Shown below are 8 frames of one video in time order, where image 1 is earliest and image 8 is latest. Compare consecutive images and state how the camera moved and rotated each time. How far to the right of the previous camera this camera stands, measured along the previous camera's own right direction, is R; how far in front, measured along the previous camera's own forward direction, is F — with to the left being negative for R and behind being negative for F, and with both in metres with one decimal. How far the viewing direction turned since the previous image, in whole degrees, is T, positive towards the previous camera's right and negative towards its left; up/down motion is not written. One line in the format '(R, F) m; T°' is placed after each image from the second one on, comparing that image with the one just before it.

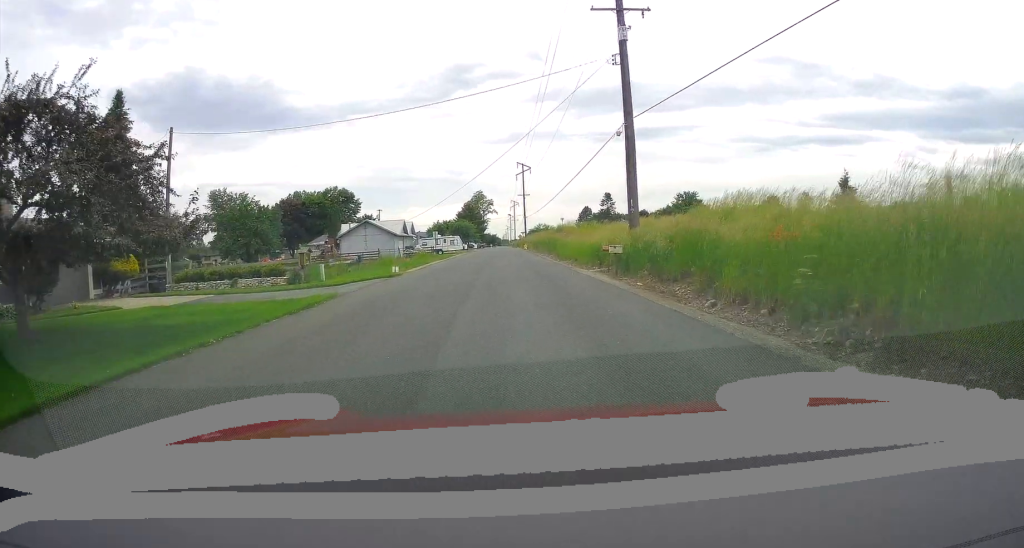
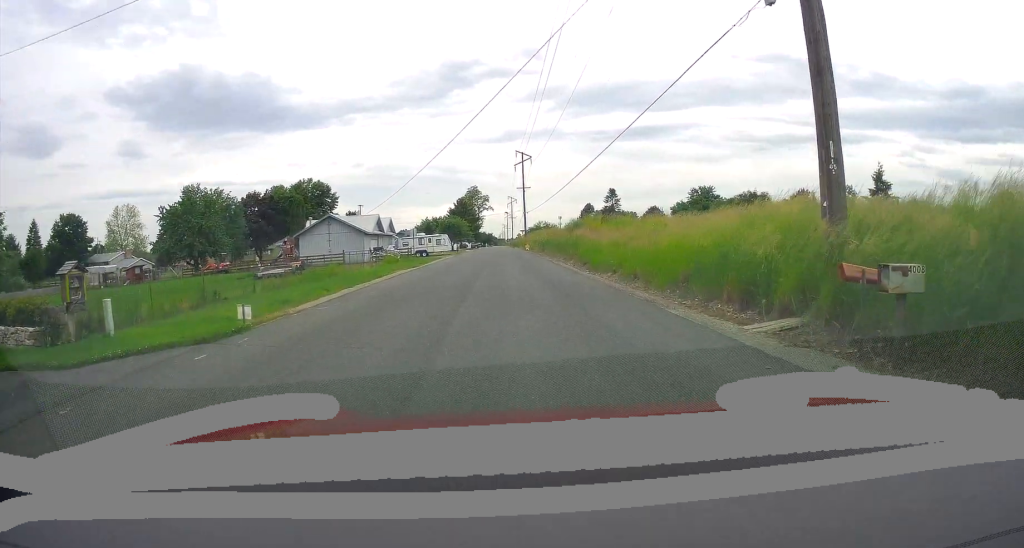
(+0.1, +16.6) m; +1°
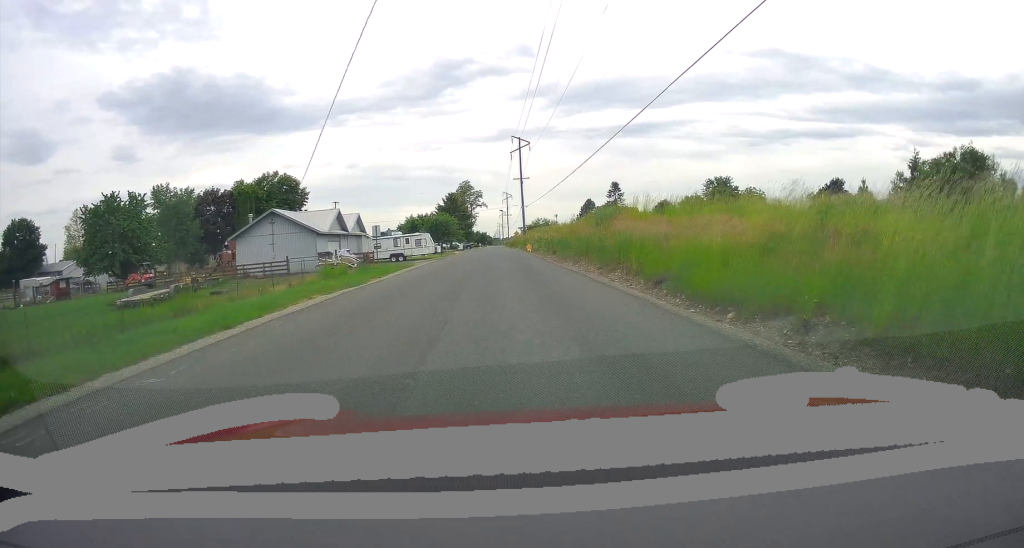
(+0.2, +15.6) m; 0°
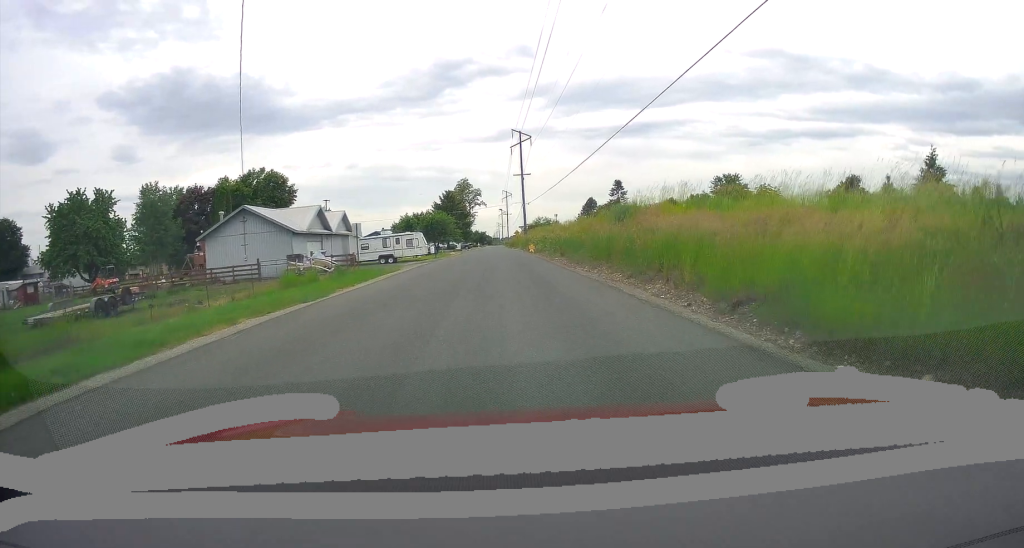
(-0.4, +5.9) m; +1°
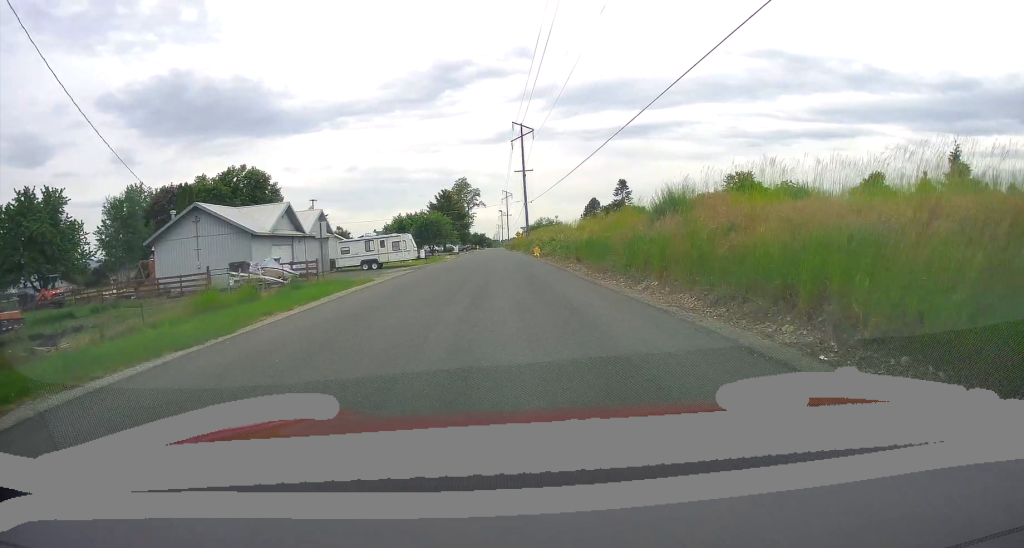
(+0.4, +7.7) m; +1°
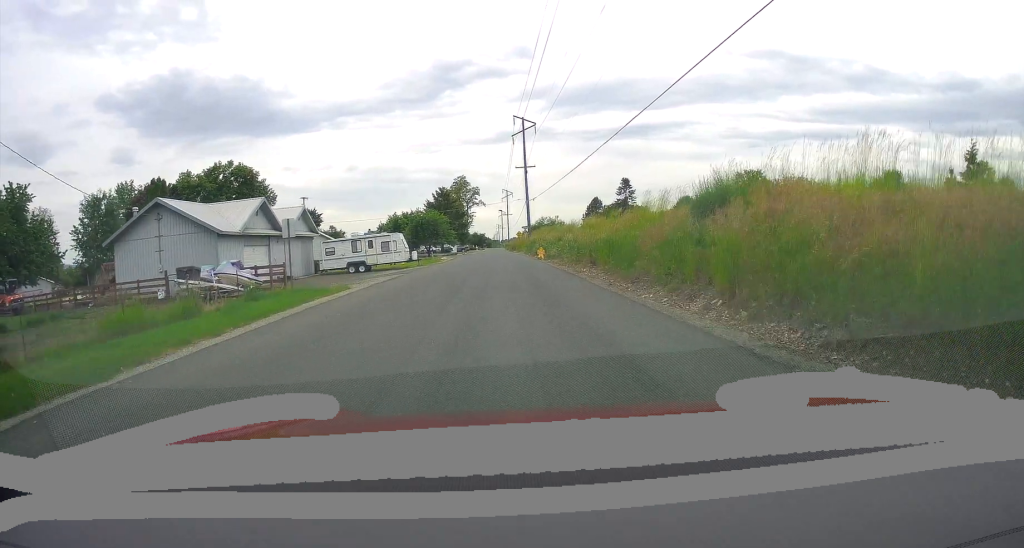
(+0.4, +4.5) m; 0°
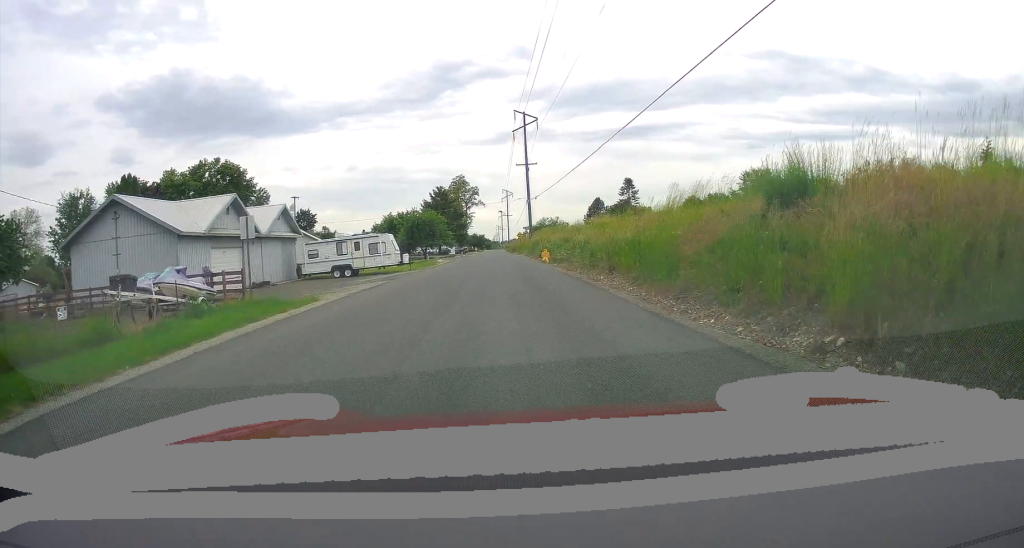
(-0.3, +4.5) m; -1°
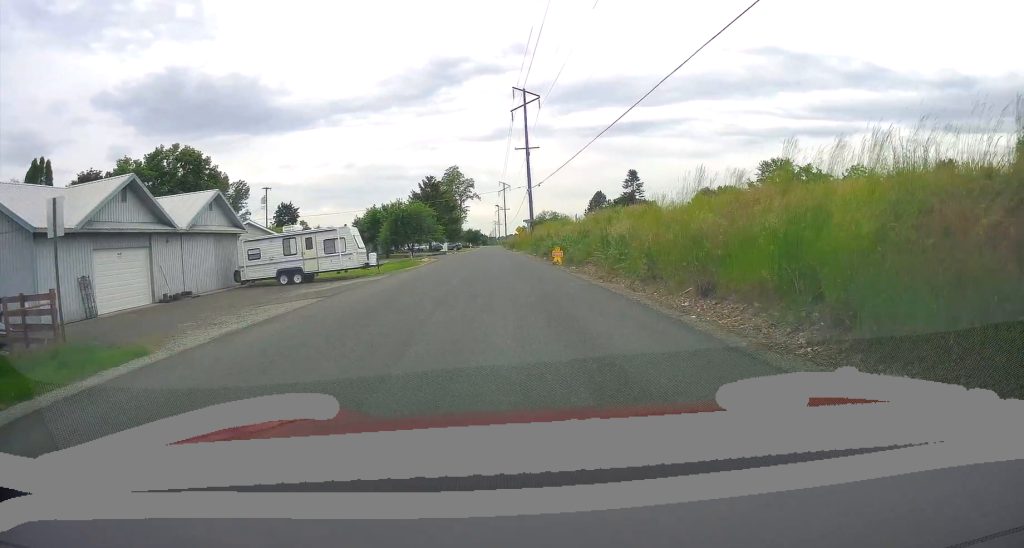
(-0.5, +10.0) m; -2°
